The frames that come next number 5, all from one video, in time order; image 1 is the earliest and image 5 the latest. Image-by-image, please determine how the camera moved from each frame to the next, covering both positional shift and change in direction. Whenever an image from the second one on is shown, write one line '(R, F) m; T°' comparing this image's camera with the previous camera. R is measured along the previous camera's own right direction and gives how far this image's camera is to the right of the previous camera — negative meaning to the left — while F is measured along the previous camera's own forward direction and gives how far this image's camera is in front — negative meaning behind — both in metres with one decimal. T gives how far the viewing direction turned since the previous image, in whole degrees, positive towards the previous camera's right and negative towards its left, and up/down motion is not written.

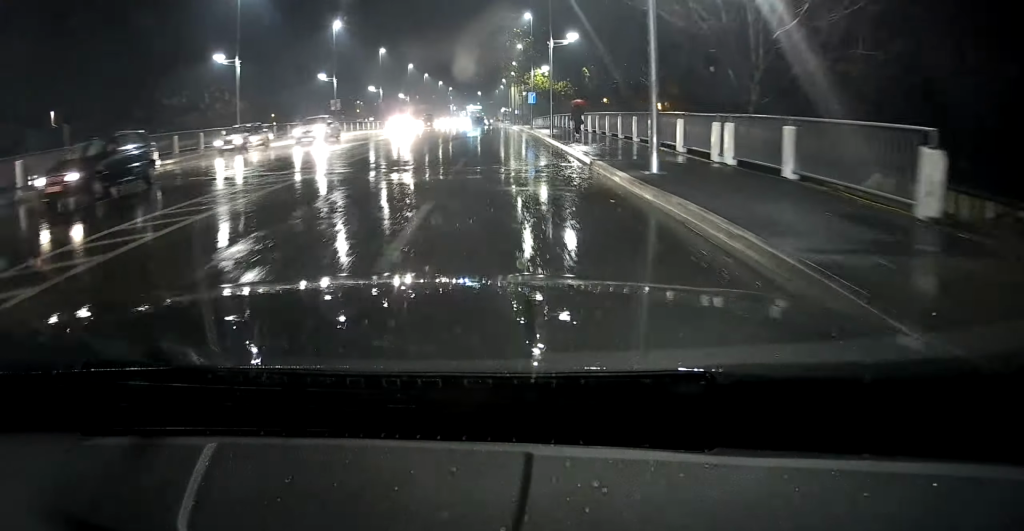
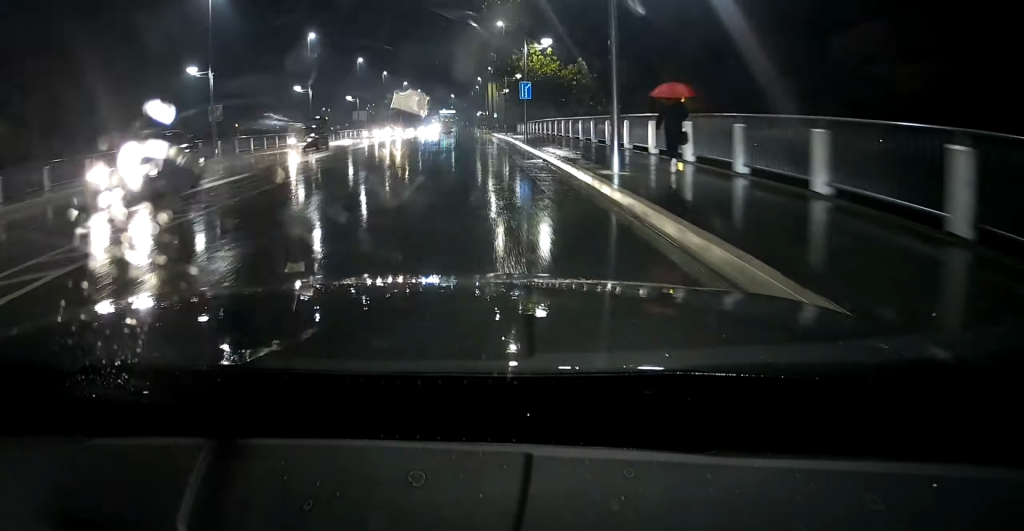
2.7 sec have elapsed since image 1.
(+0.5, +22.1) m; +2°
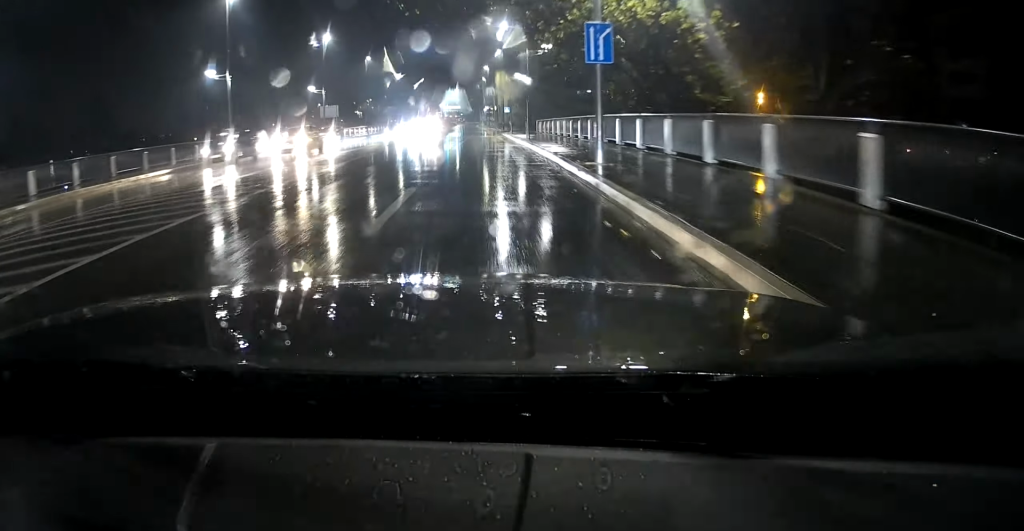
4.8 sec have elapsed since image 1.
(+0.2, +20.8) m; 0°
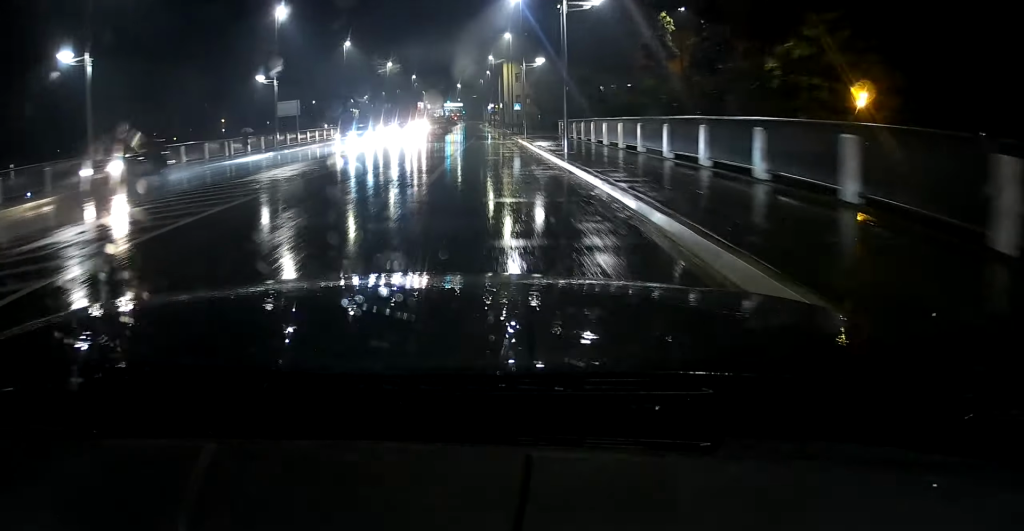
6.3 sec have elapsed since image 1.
(-0.2, +15.4) m; -1°
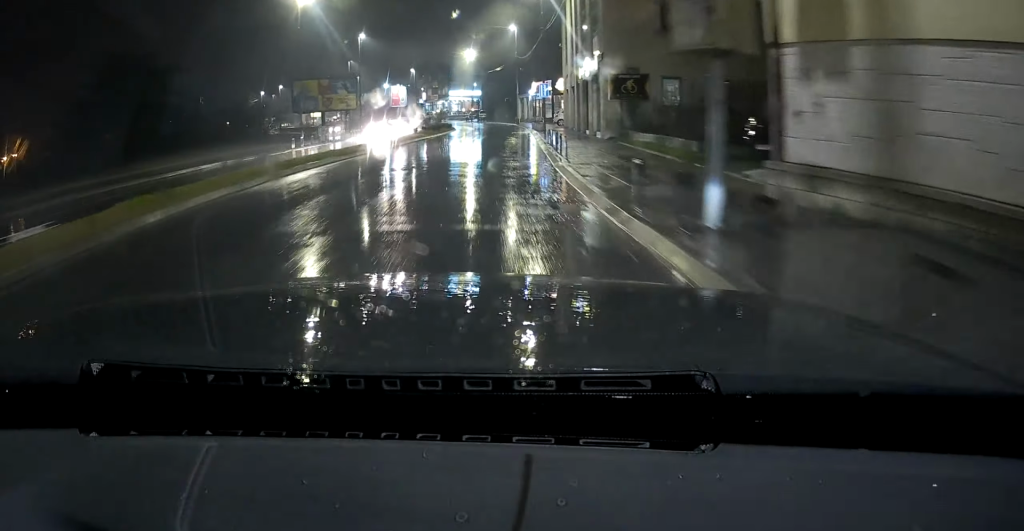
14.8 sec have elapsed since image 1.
(-2.2, +101.2) m; -3°
